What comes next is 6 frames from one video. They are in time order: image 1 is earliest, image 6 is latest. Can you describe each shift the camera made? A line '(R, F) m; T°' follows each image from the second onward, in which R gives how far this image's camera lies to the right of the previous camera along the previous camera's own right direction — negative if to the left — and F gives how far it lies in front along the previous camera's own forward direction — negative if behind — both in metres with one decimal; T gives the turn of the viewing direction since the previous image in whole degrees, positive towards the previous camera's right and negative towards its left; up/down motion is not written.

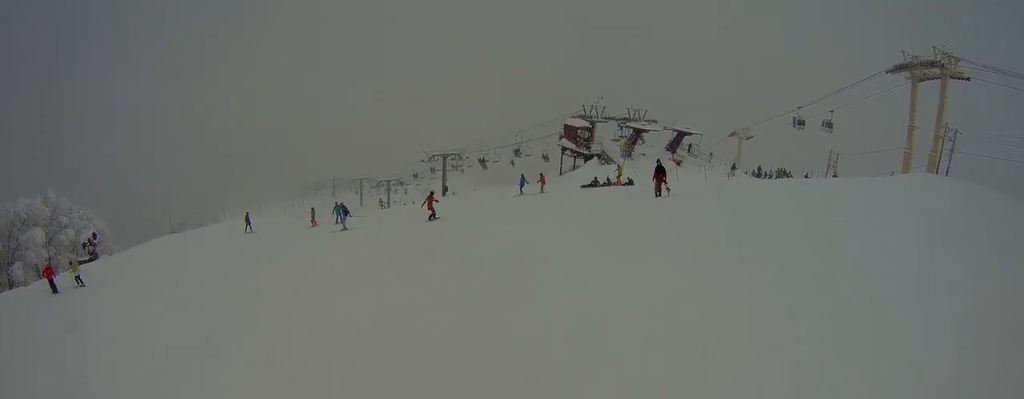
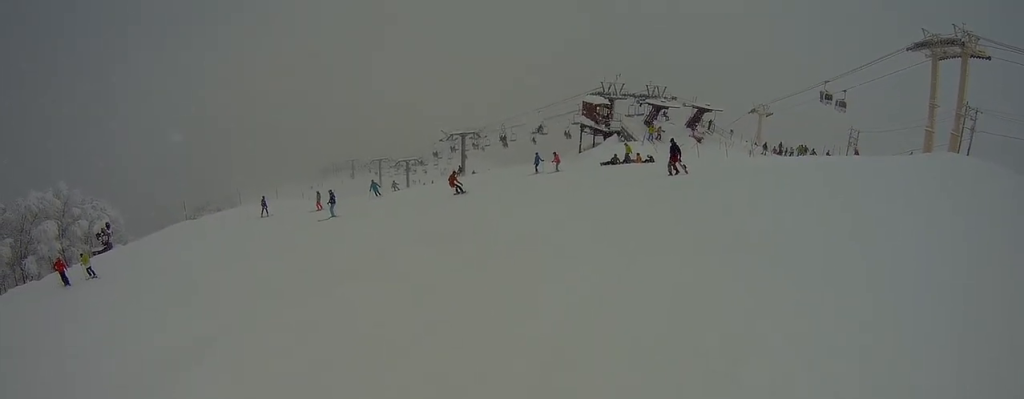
(-0.1, +1.3) m; -8°
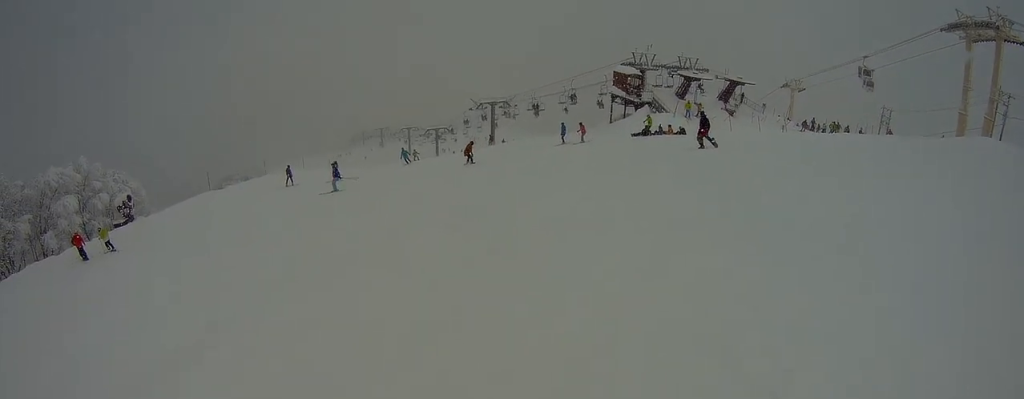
(0.0, +1.0) m; -4°
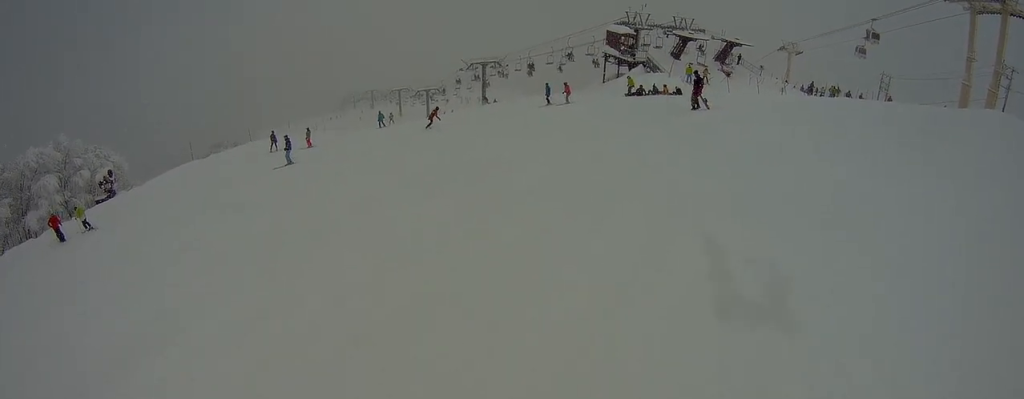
(-0.1, +1.5) m; -14°
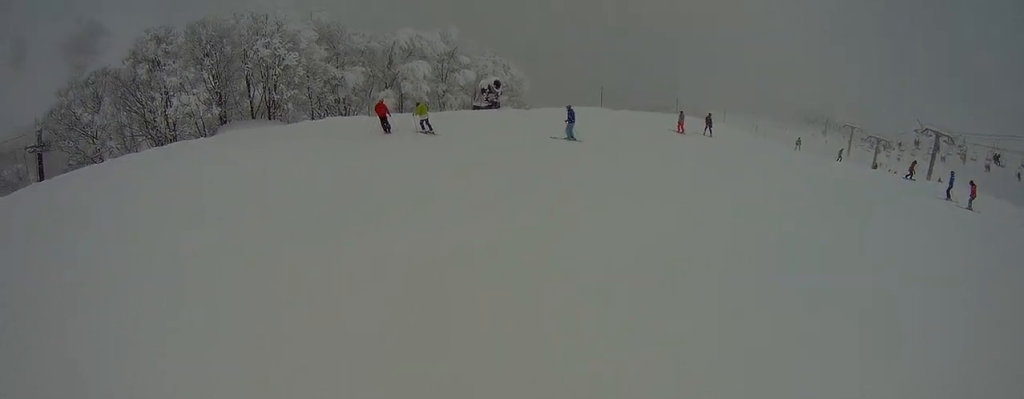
(-3.3, +6.5) m; -59°
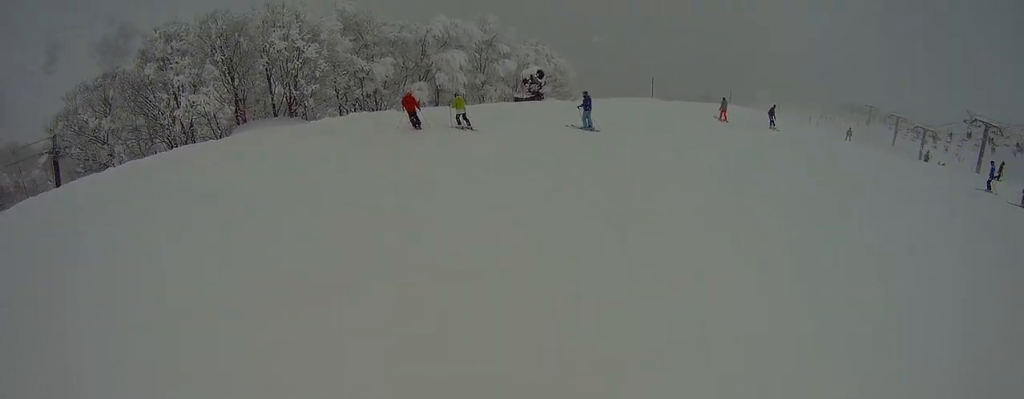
(-0.9, +2.7) m; -11°
